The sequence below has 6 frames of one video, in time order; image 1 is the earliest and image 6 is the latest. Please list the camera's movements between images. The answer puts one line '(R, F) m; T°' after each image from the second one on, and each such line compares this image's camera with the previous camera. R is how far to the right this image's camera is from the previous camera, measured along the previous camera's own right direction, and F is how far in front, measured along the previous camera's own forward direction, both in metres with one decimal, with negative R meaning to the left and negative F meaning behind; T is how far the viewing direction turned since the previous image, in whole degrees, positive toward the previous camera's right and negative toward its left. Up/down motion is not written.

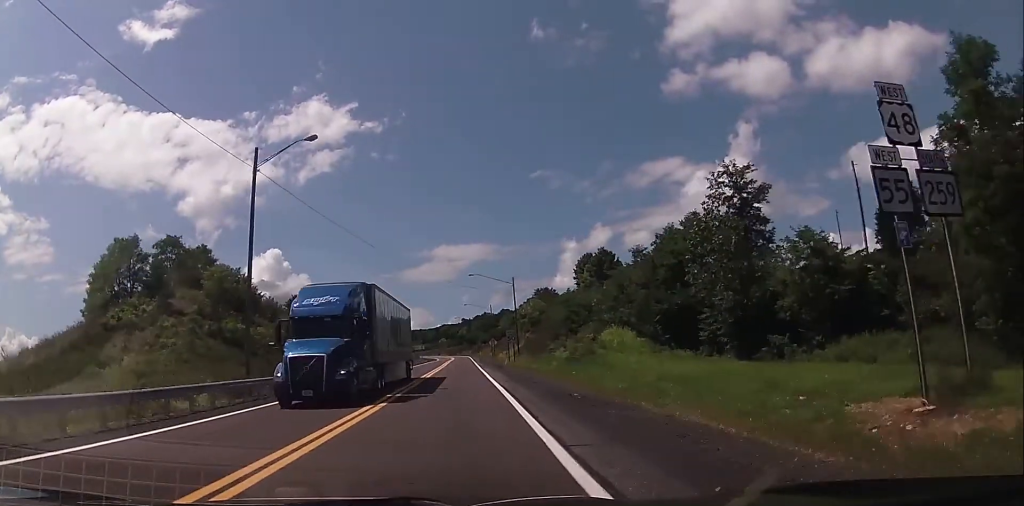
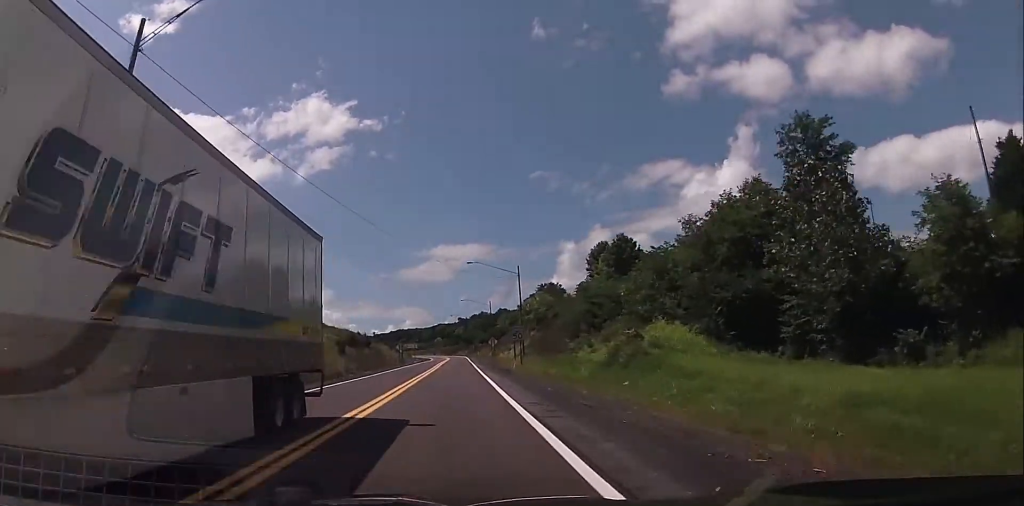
(+0.3, +13.5) m; +1°
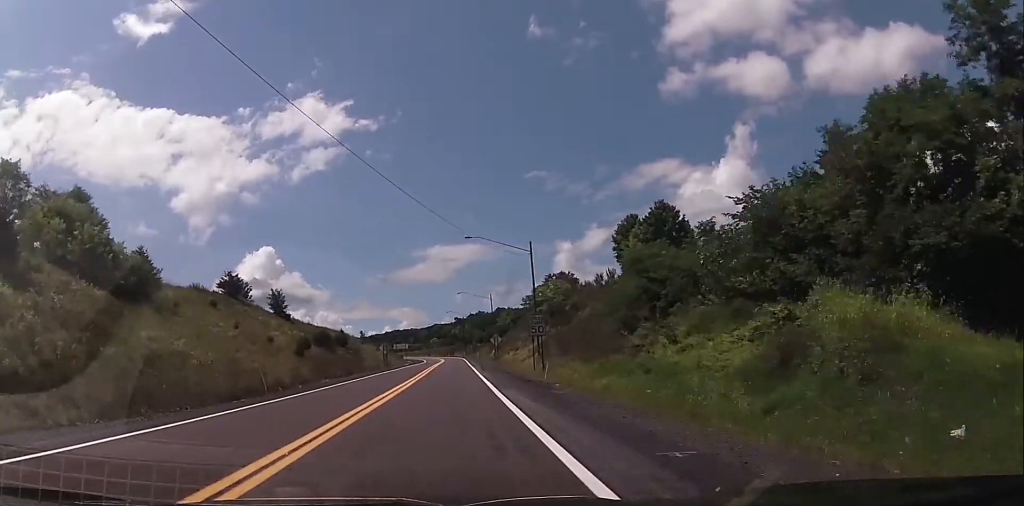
(+0.3, +19.0) m; +1°
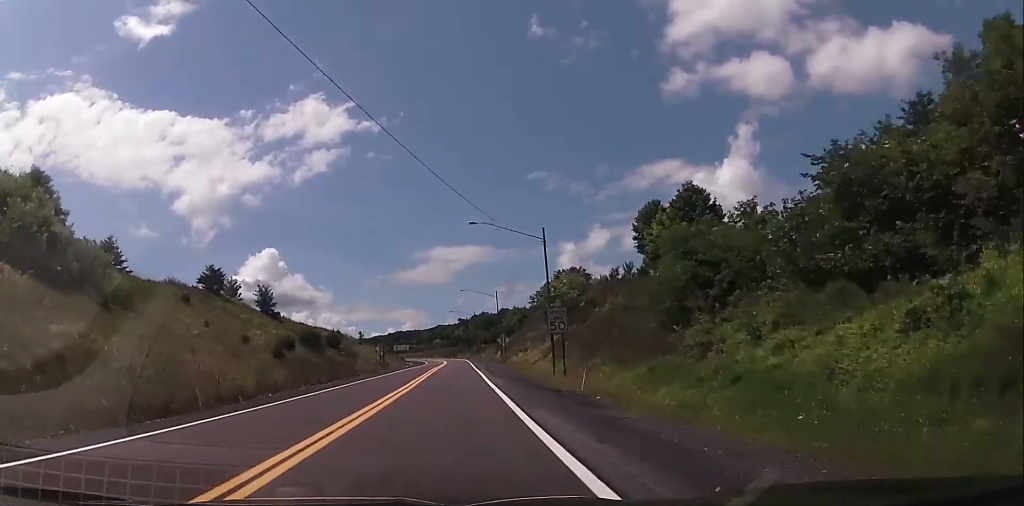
(-0.1, +8.0) m; 0°
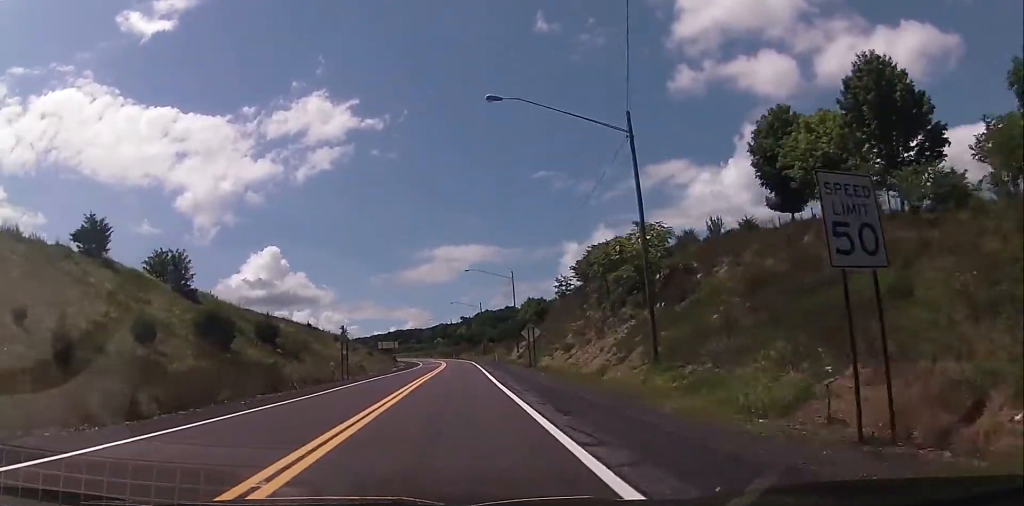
(+0.1, +29.4) m; -1°
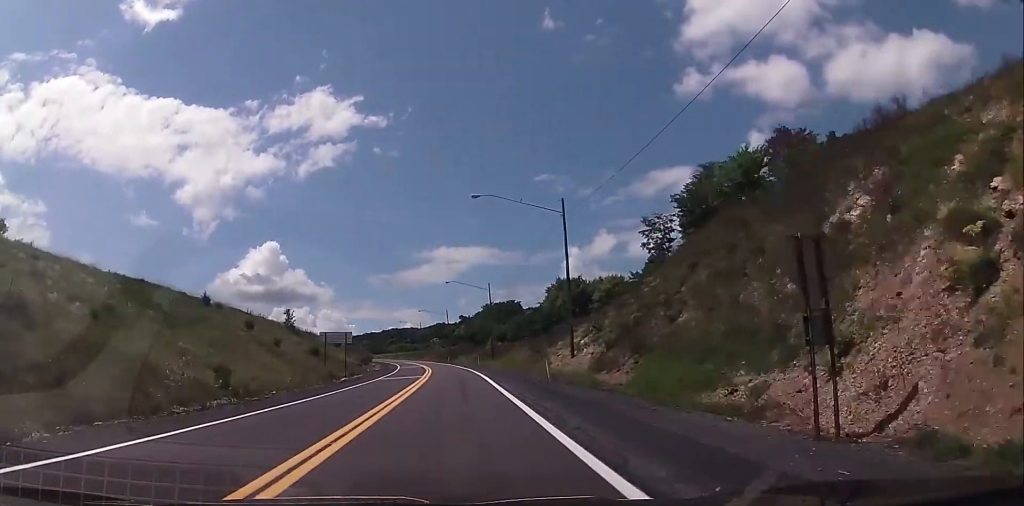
(-0.4, +43.9) m; 0°
